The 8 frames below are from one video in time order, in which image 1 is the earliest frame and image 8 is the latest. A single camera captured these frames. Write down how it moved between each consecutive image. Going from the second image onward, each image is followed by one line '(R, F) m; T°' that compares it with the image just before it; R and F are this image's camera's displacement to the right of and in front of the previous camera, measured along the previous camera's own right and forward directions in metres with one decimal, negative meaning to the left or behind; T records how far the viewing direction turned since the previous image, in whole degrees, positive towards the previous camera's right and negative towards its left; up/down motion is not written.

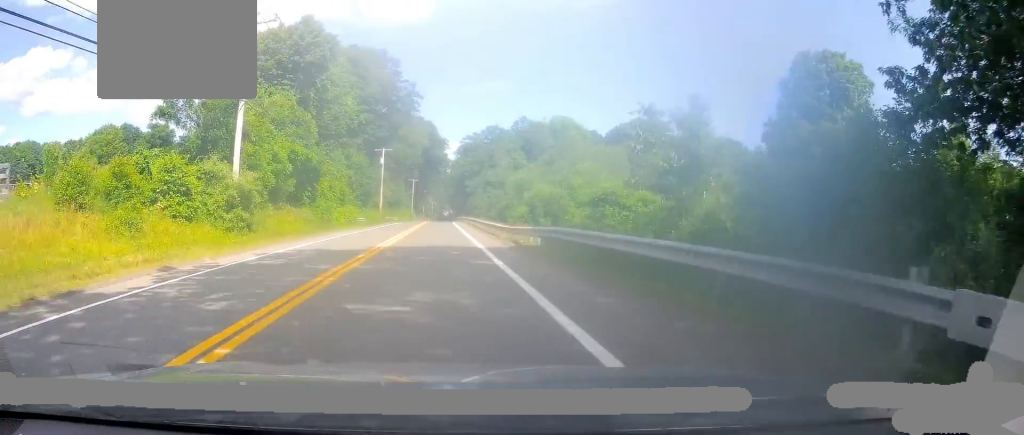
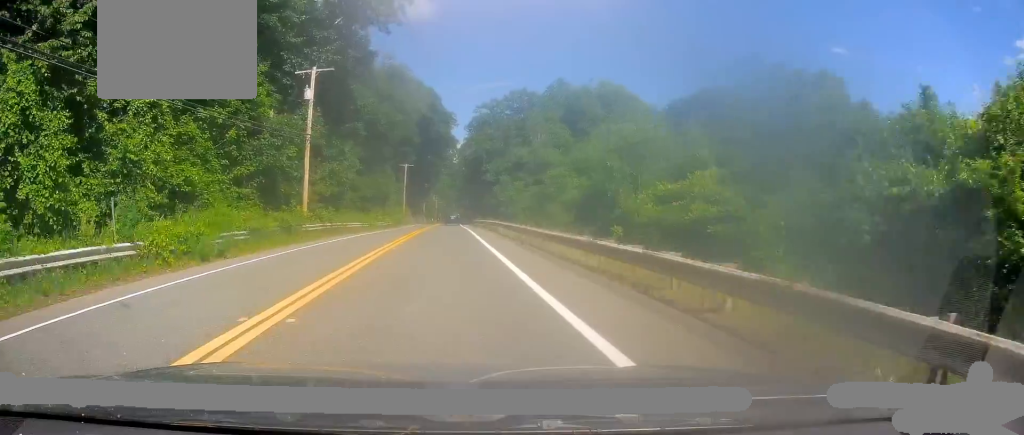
(-0.7, +45.7) m; -2°
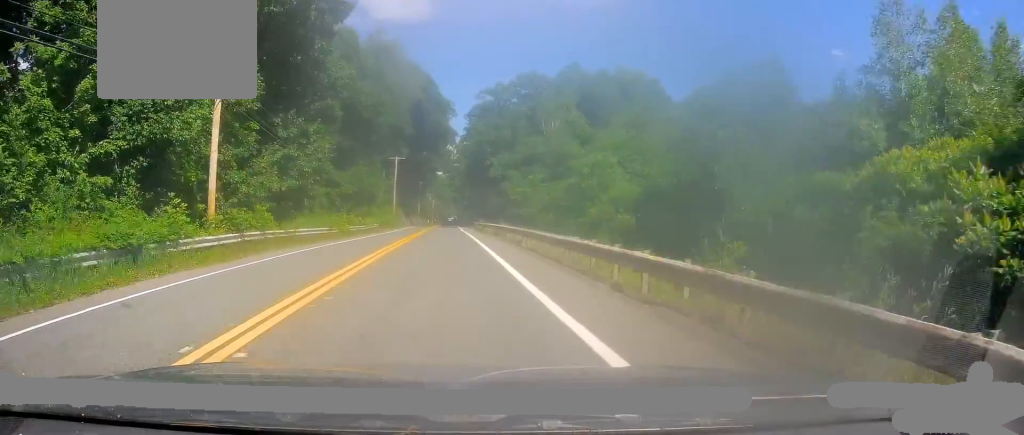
(+0.4, +13.8) m; +1°
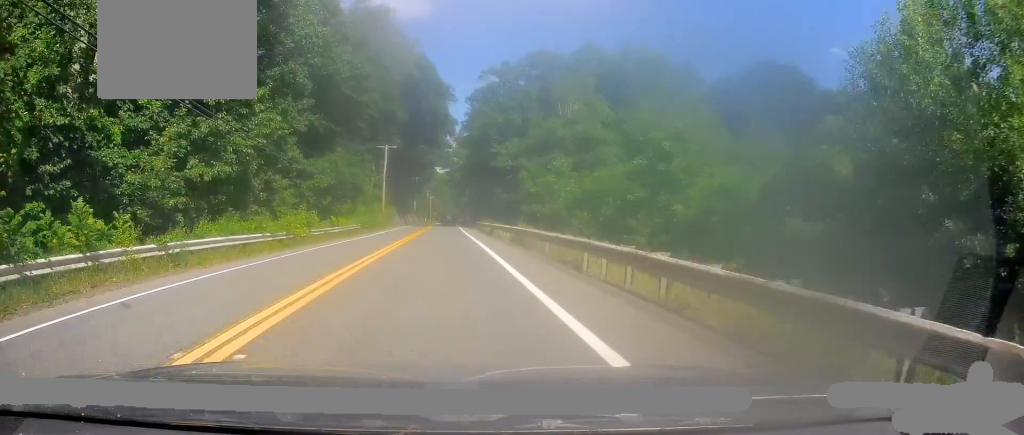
(-0.2, +12.5) m; -1°
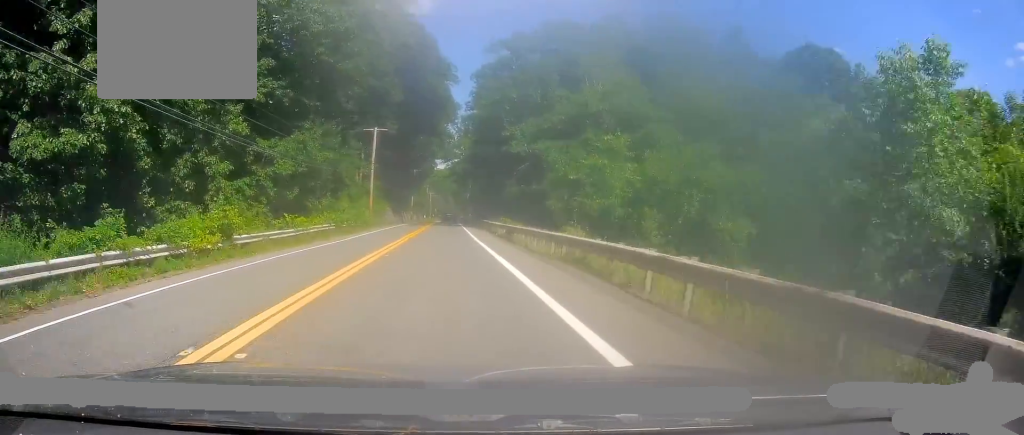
(-0.1, +12.4) m; 0°
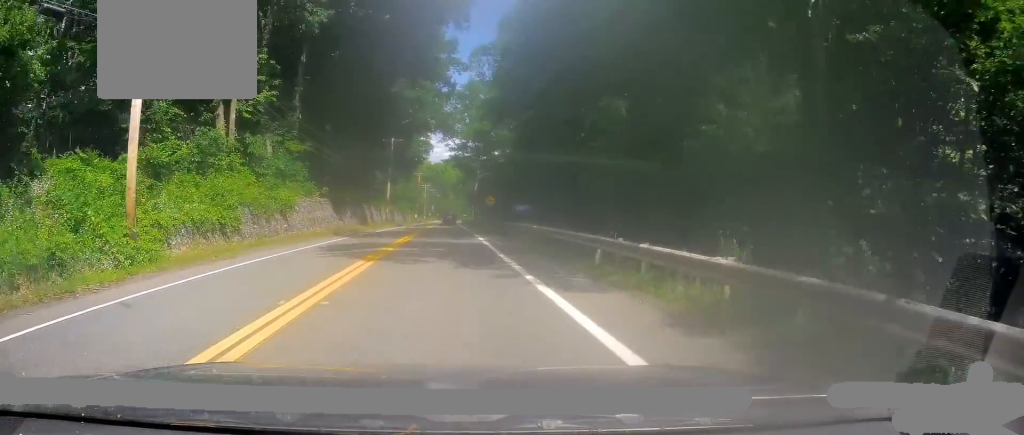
(+0.8, +46.5) m; +1°
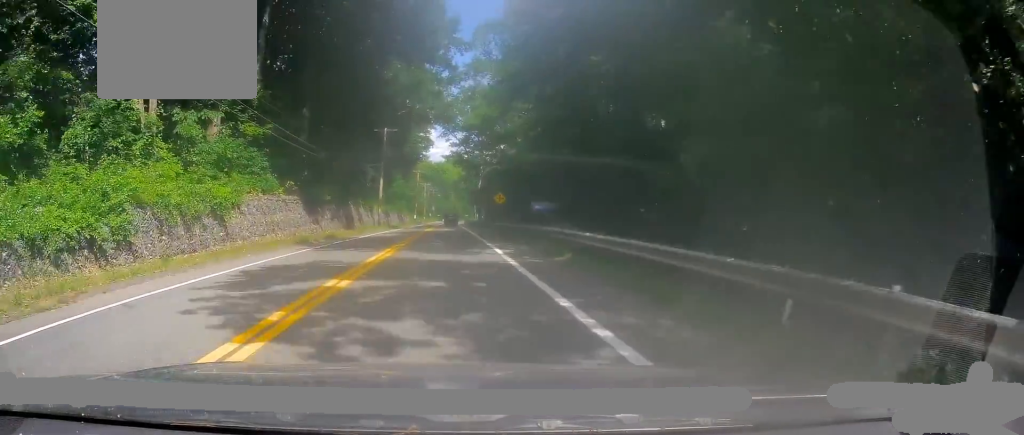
(0.0, +9.0) m; 0°
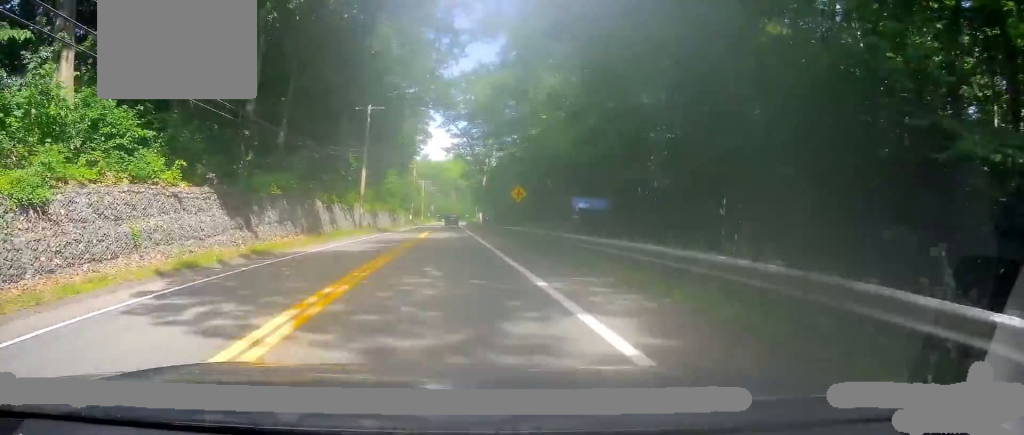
(+0.3, +12.9) m; 0°
